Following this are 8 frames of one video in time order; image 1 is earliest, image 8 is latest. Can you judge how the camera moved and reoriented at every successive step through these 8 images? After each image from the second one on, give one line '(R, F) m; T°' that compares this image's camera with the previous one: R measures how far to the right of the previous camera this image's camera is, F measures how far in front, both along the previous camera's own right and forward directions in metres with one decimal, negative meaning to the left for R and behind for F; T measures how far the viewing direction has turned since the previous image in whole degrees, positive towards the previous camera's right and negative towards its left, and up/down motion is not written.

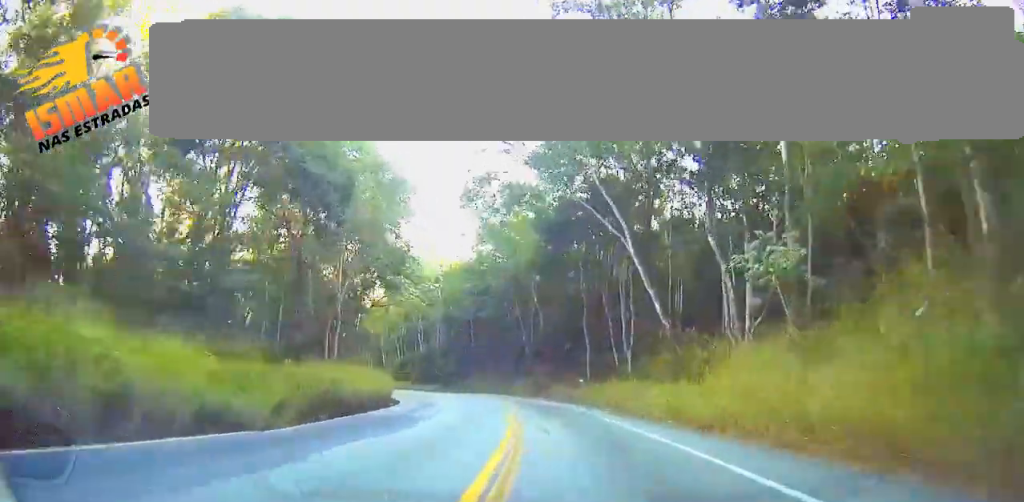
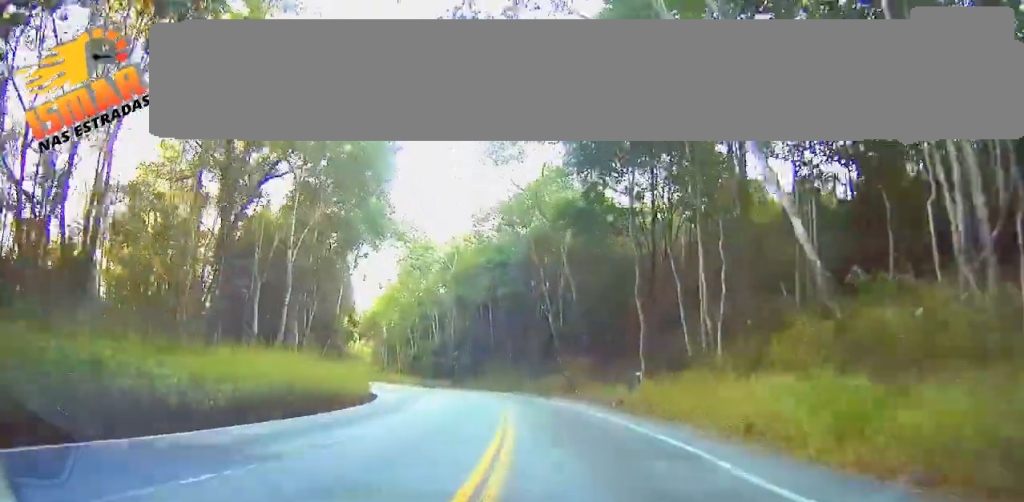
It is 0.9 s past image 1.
(-0.2, +18.7) m; -1°
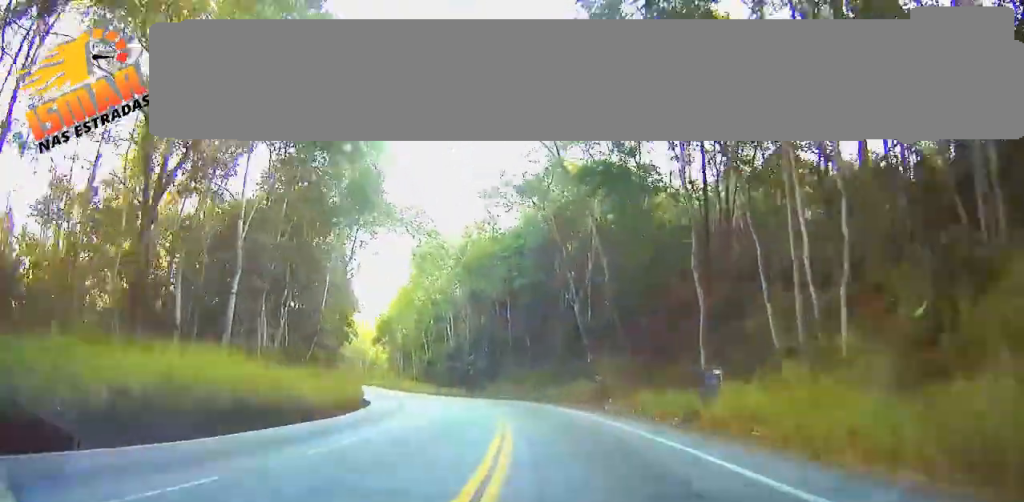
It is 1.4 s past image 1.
(0.0, +10.7) m; 0°
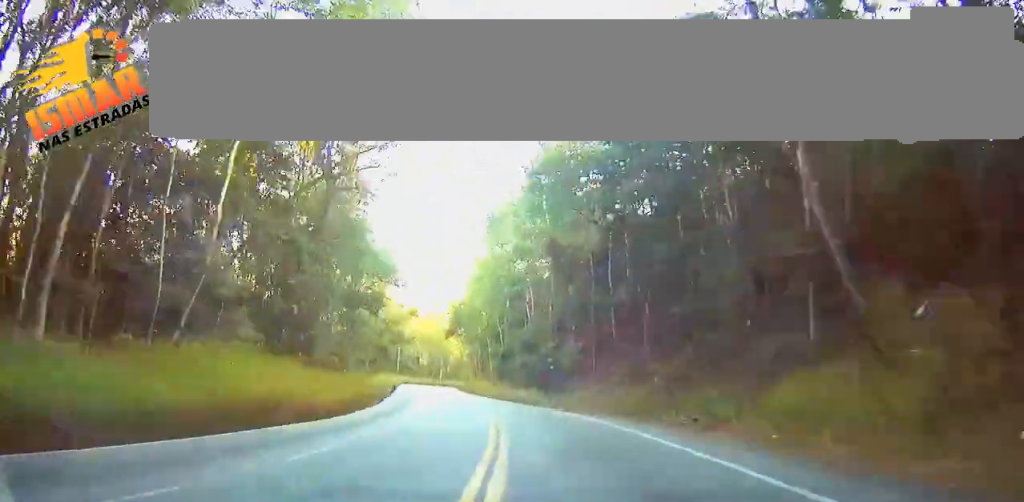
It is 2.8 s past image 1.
(0.0, +30.0) m; -2°
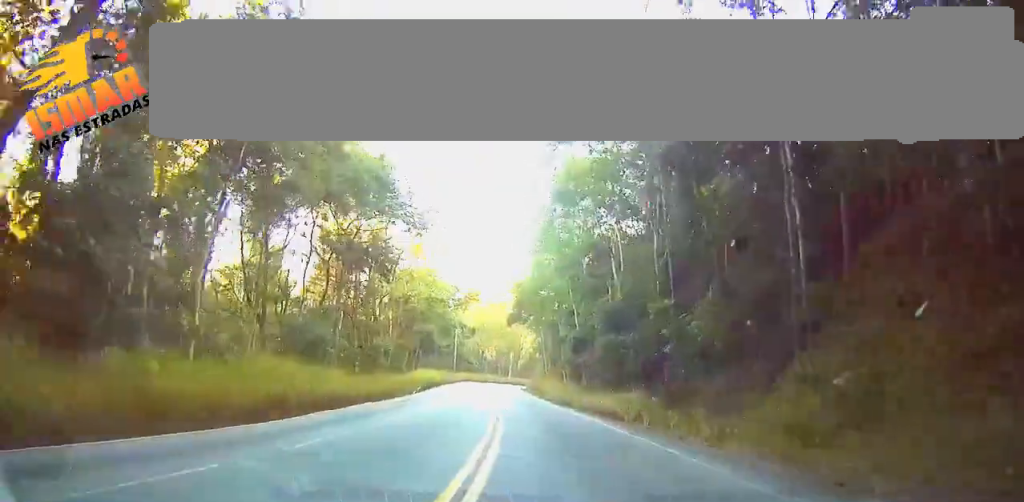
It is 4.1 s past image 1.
(-1.9, +28.2) m; -10°
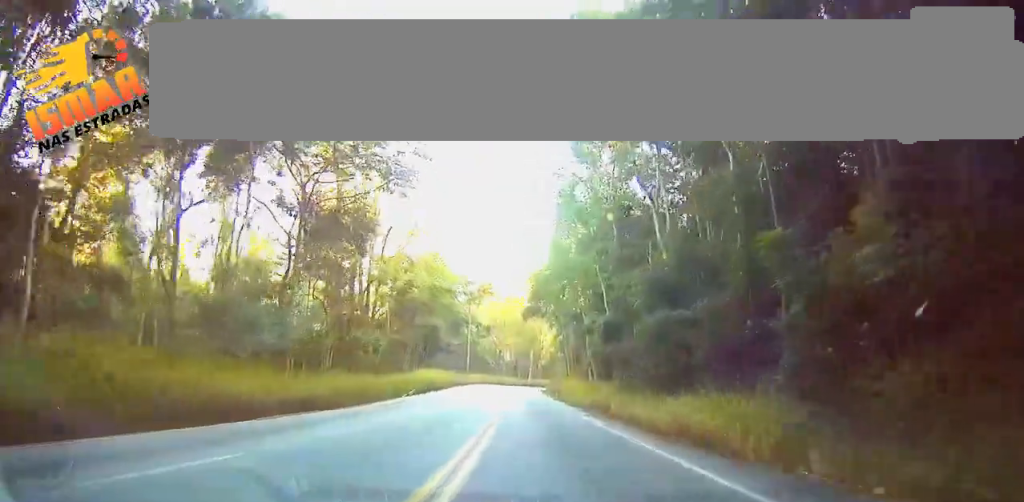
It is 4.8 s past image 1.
(-0.7, +14.1) m; -3°
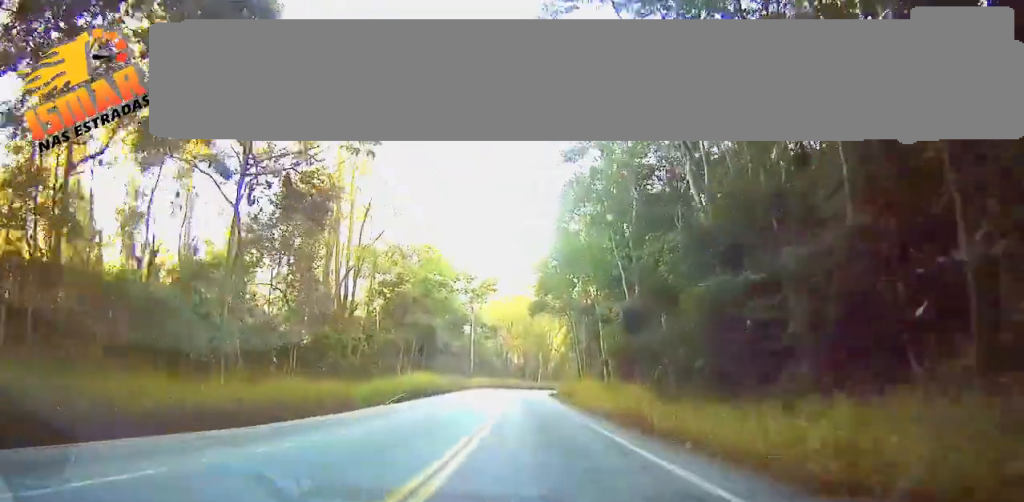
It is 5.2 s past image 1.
(-0.4, +9.9) m; -1°
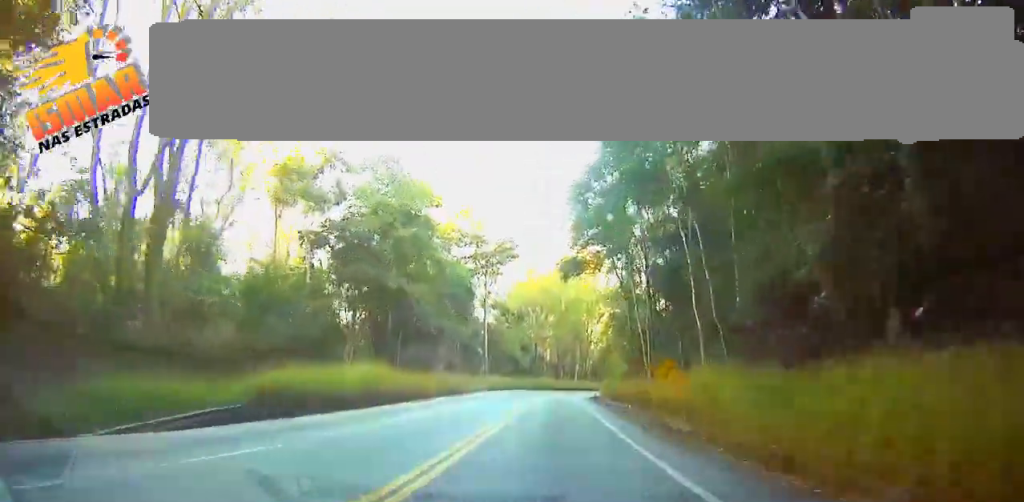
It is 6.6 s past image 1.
(-1.0, +33.7) m; -4°
